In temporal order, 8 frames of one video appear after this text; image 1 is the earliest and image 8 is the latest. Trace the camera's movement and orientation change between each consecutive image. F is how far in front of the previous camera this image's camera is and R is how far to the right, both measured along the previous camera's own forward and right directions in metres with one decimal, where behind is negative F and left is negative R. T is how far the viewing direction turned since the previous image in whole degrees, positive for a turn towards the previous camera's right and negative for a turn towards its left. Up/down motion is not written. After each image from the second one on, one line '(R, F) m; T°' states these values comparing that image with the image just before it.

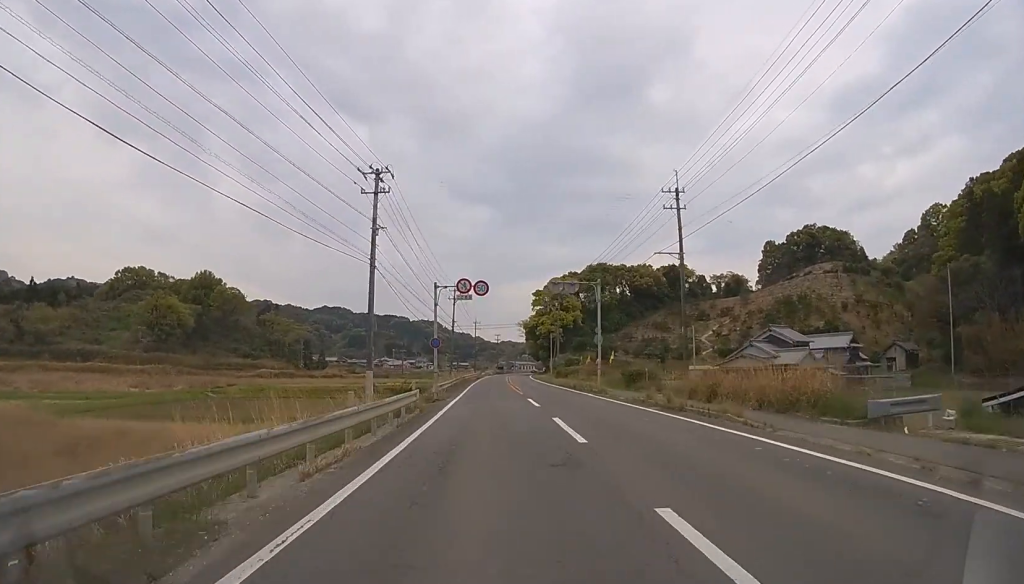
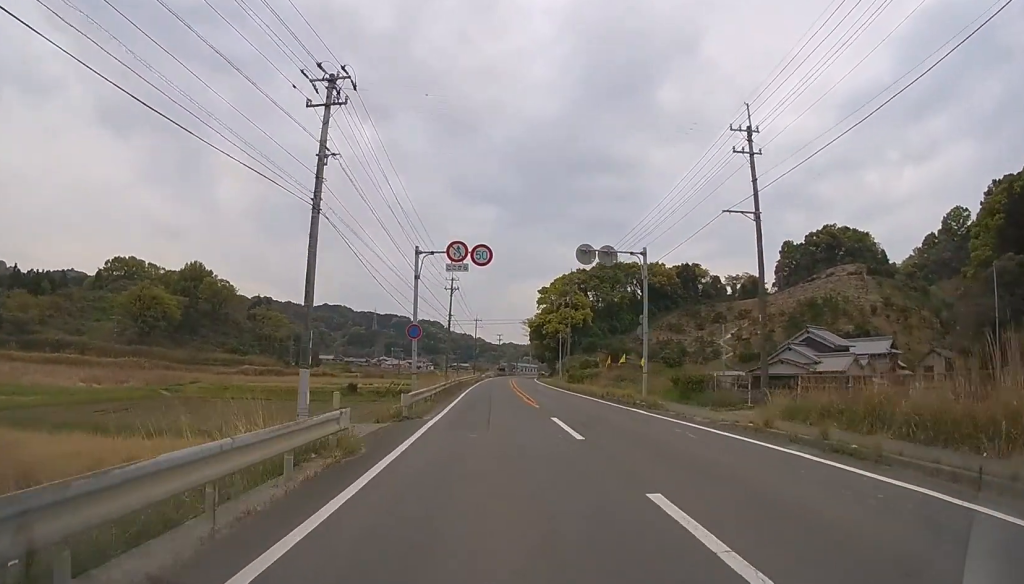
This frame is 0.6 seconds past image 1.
(-0.1, +9.1) m; +1°
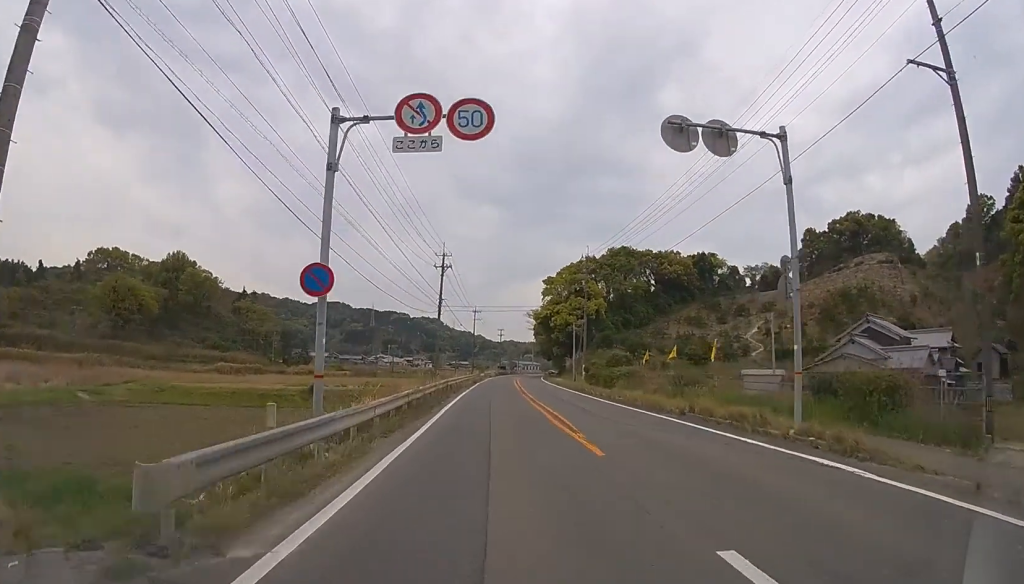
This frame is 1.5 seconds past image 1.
(+0.1, +12.1) m; +1°
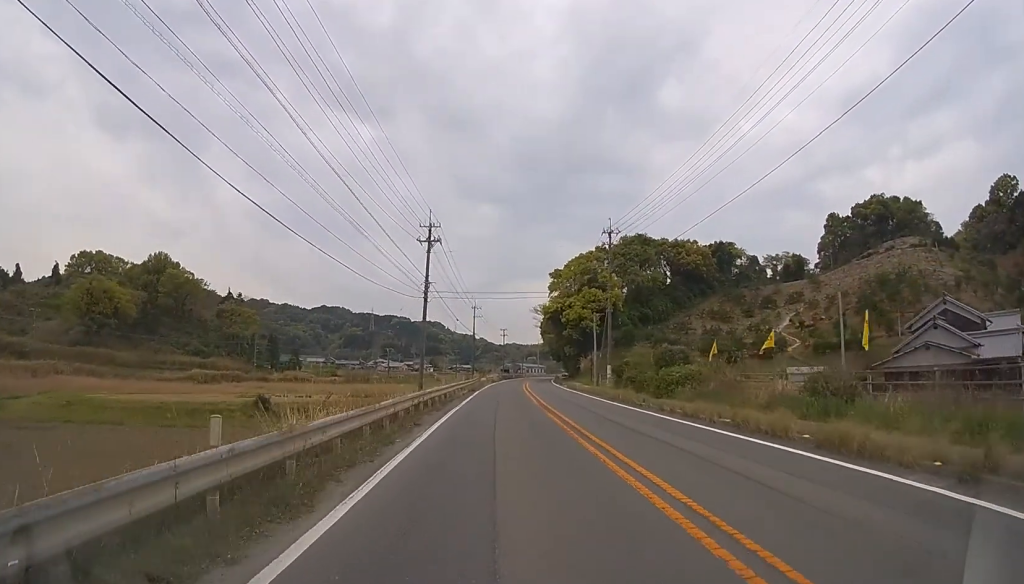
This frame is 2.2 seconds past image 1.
(+0.1, +11.2) m; 0°
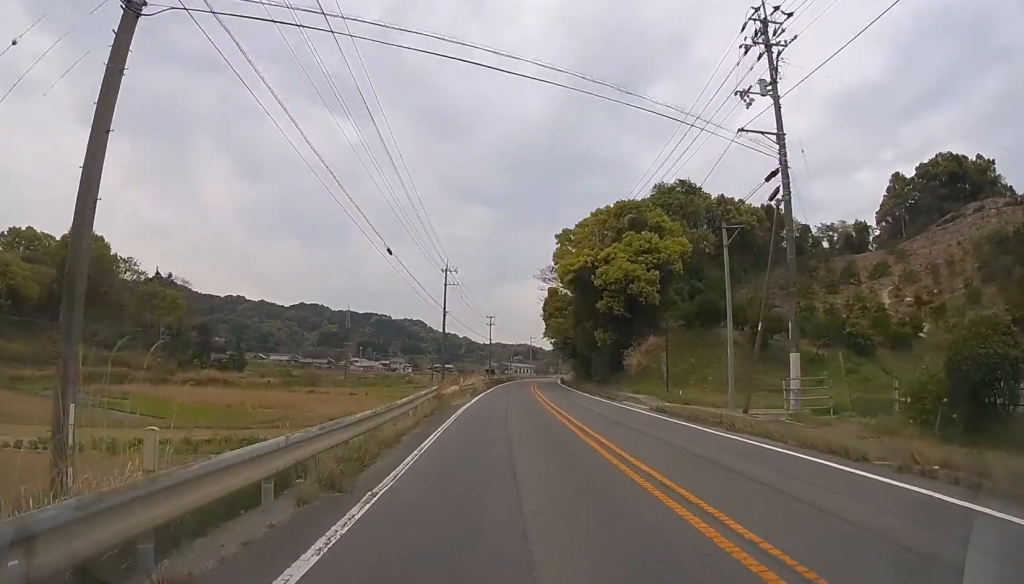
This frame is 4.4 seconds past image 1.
(0.0, +31.4) m; 0°
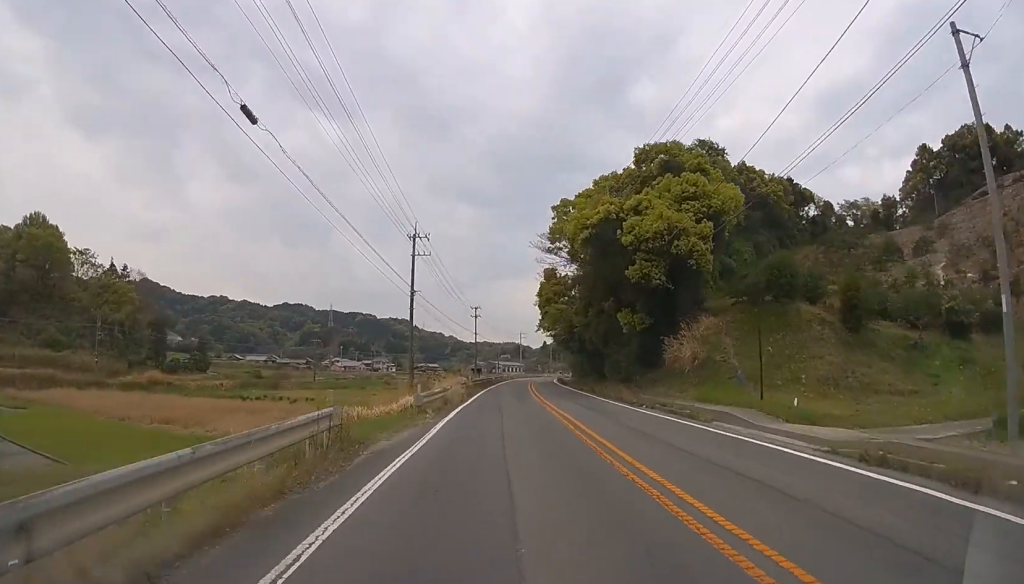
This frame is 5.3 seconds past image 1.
(0.0, +13.3) m; 0°
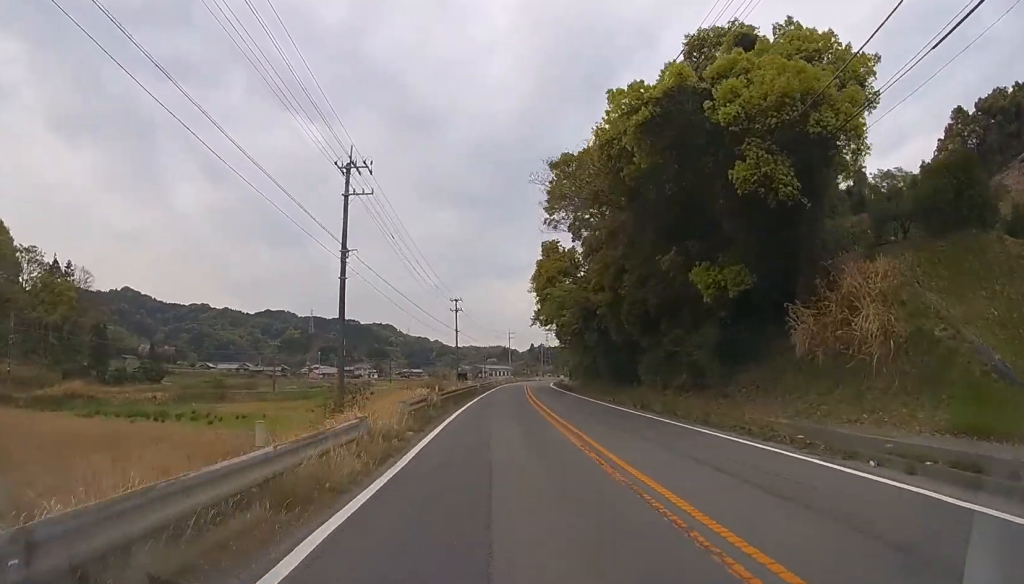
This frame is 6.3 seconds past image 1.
(0.0, +14.9) m; 0°
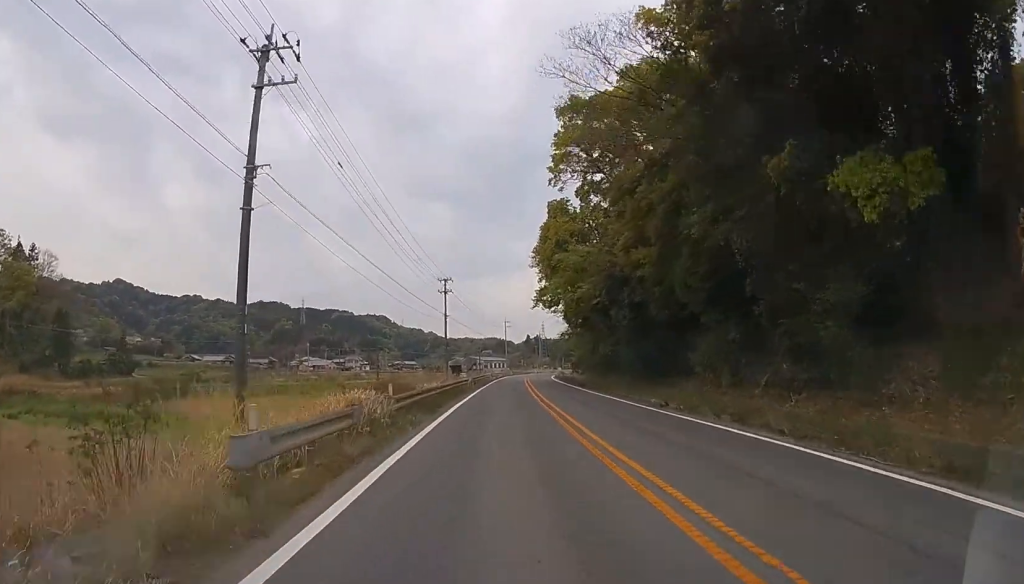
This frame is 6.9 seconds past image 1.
(0.0, +9.5) m; 0°
